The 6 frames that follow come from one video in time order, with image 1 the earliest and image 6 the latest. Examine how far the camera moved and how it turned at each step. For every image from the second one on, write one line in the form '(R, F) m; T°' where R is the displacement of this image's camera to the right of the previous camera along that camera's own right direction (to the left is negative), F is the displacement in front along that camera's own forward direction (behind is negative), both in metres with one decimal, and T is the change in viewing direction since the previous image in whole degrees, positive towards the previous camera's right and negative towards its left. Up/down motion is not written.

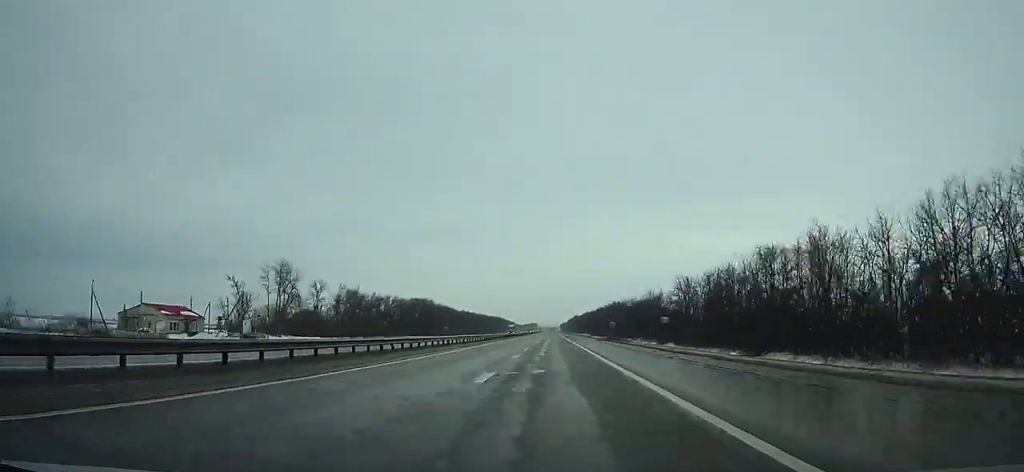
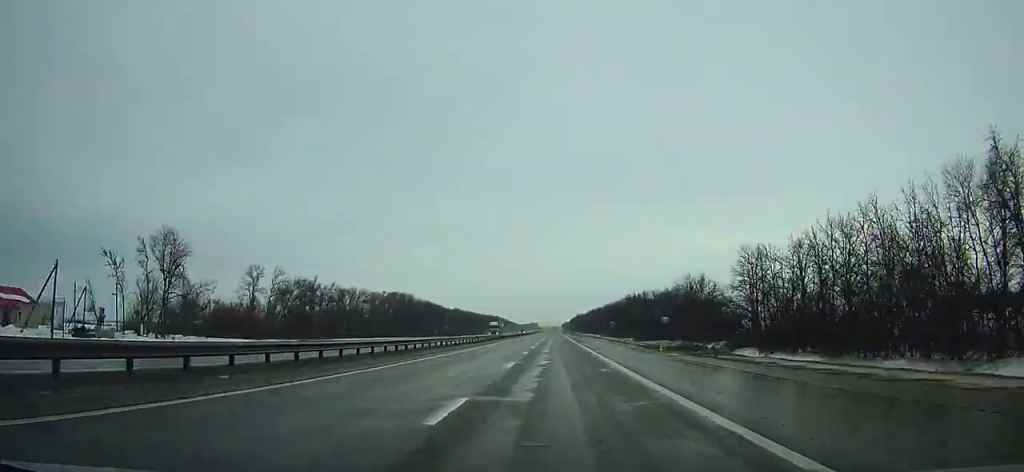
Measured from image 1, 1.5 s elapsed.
(+0.1, +41.9) m; 0°
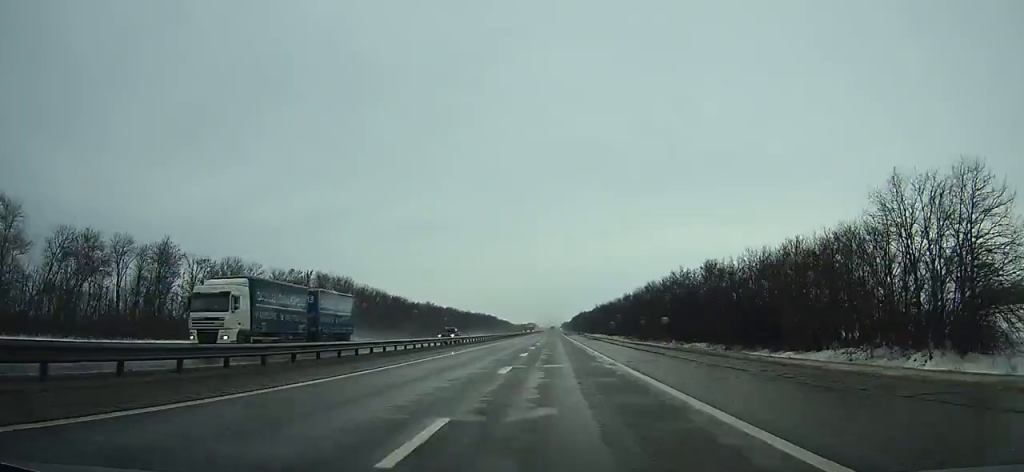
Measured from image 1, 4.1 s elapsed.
(0.0, +72.8) m; 0°
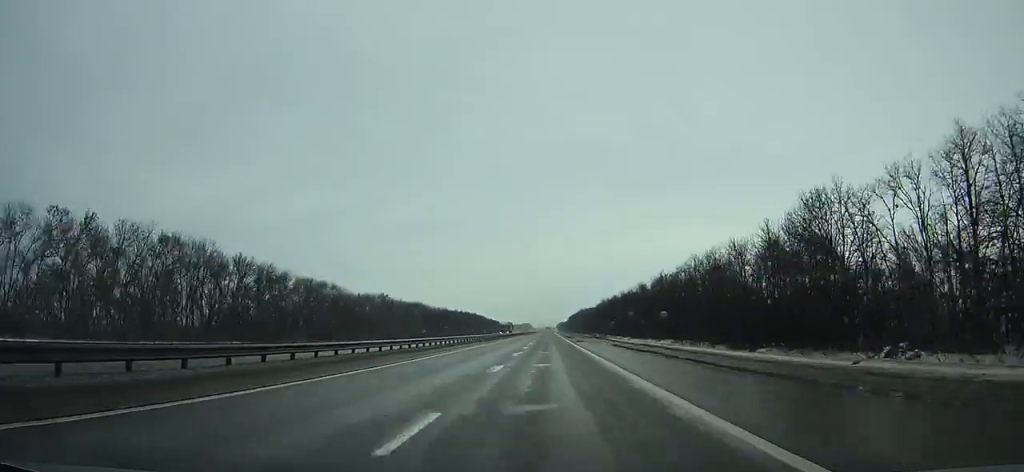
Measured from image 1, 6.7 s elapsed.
(-0.1, +72.9) m; 0°
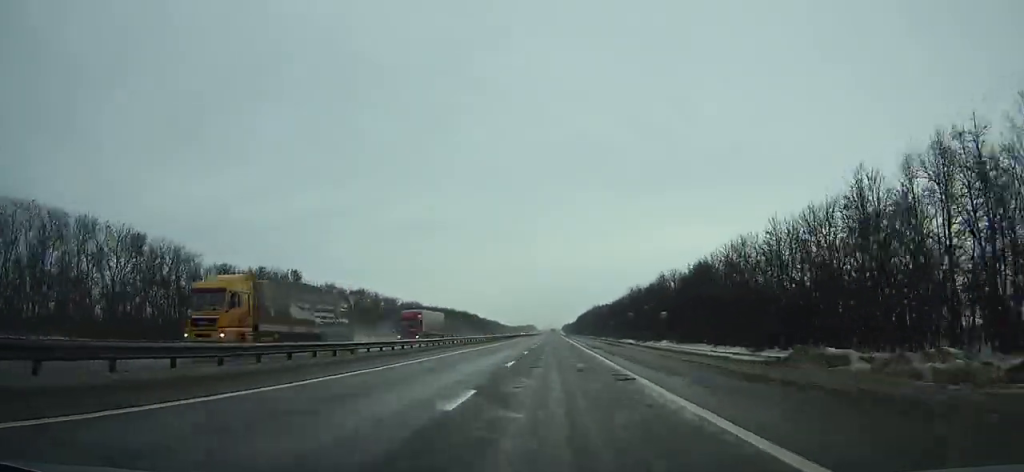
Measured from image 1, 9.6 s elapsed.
(-0.1, +81.2) m; 0°
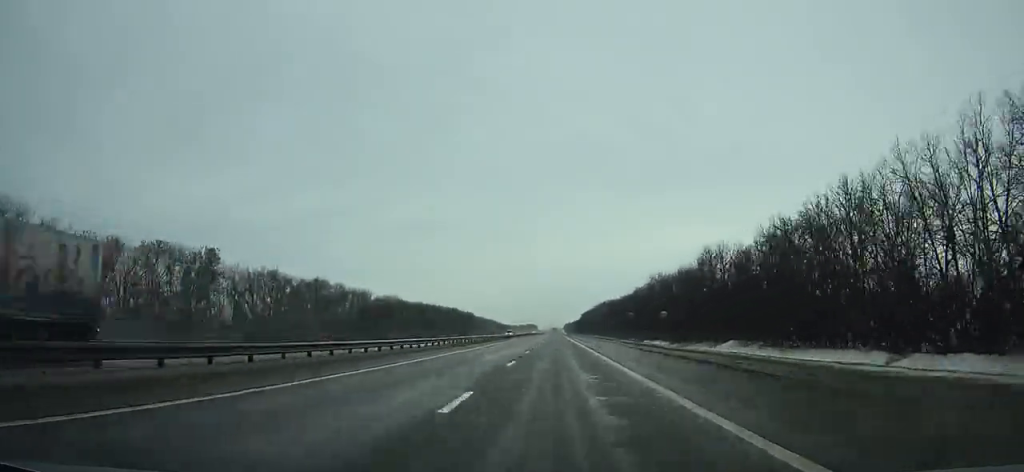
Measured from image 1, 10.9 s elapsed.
(0.0, +36.5) m; 0°
